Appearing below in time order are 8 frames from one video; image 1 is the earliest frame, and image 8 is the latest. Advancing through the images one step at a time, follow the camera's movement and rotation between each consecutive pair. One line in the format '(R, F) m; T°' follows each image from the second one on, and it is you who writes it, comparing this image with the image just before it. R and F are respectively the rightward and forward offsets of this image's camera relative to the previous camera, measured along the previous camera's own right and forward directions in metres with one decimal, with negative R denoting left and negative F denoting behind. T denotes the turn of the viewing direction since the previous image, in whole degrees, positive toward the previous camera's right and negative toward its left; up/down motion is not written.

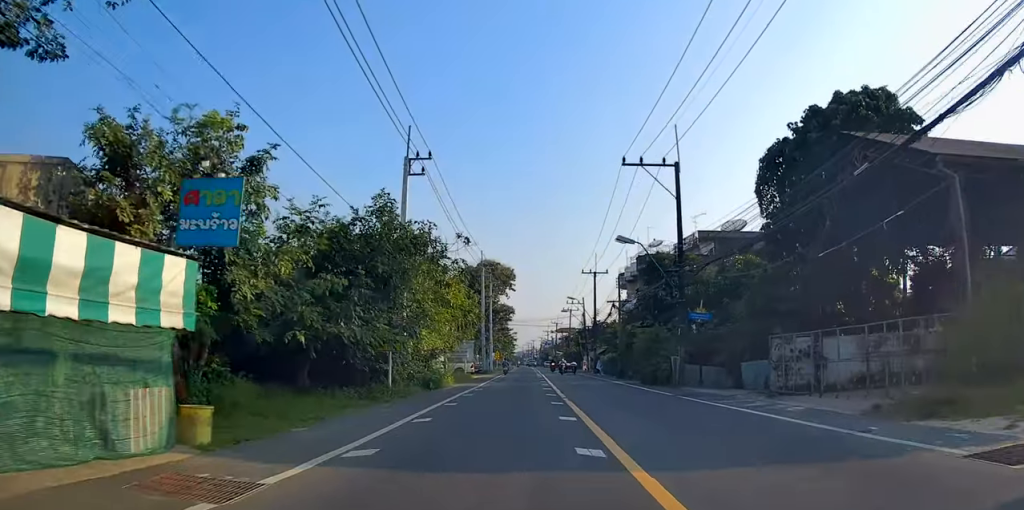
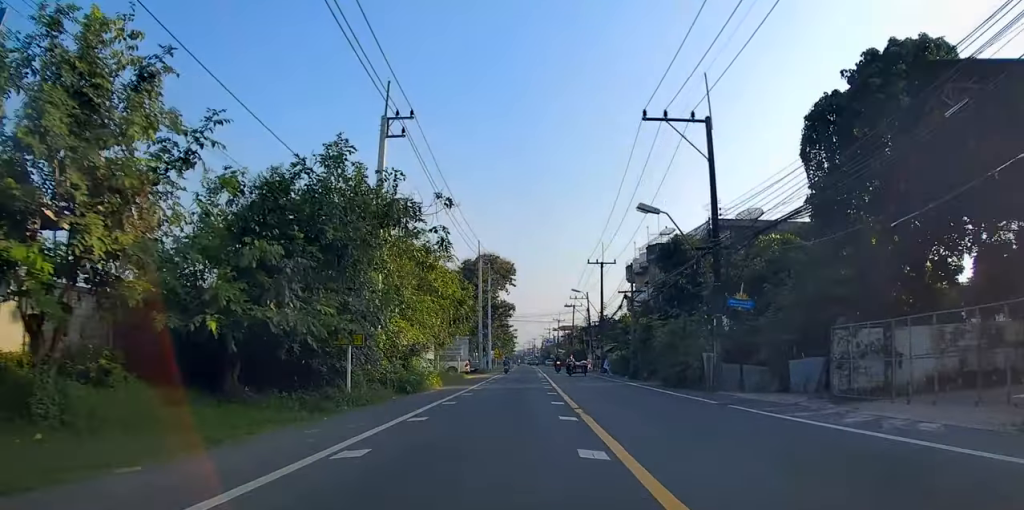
(+0.1, +5.1) m; -2°
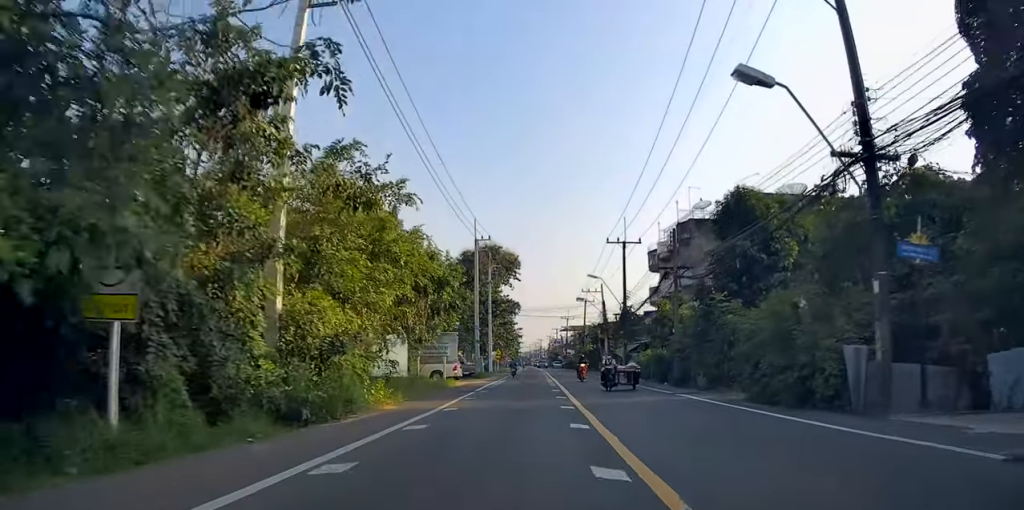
(-0.6, +10.6) m; +1°
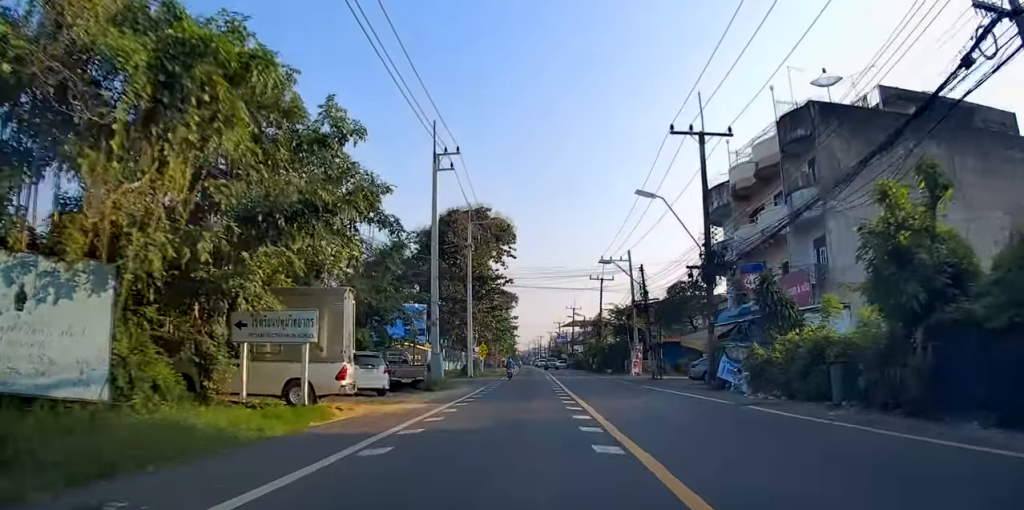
(+1.4, +22.8) m; +4°
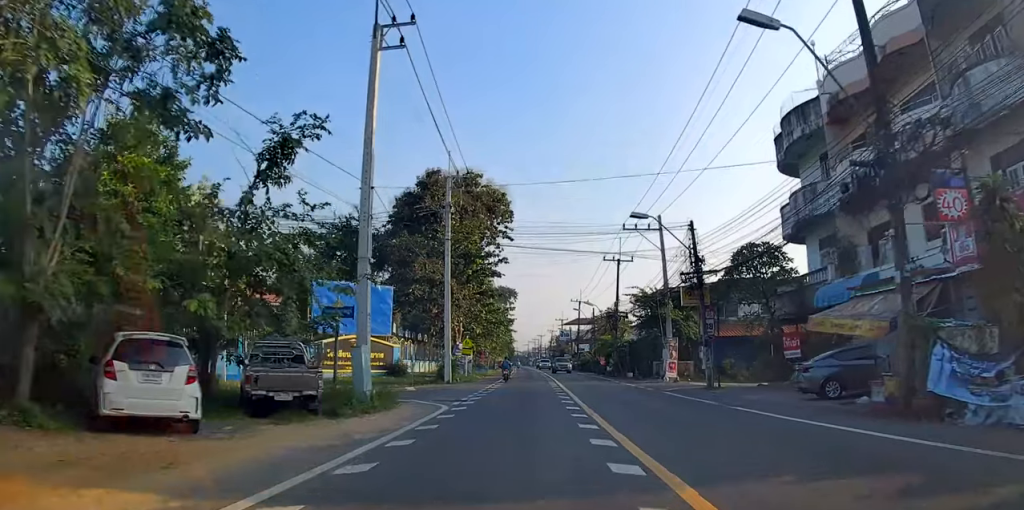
(+0.1, +13.6) m; 0°
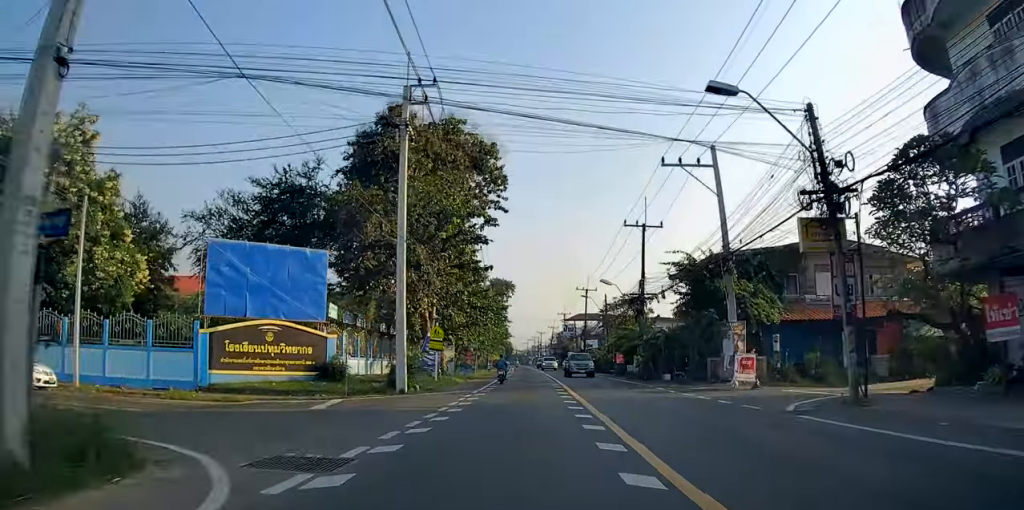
(-0.1, +13.6) m; -2°
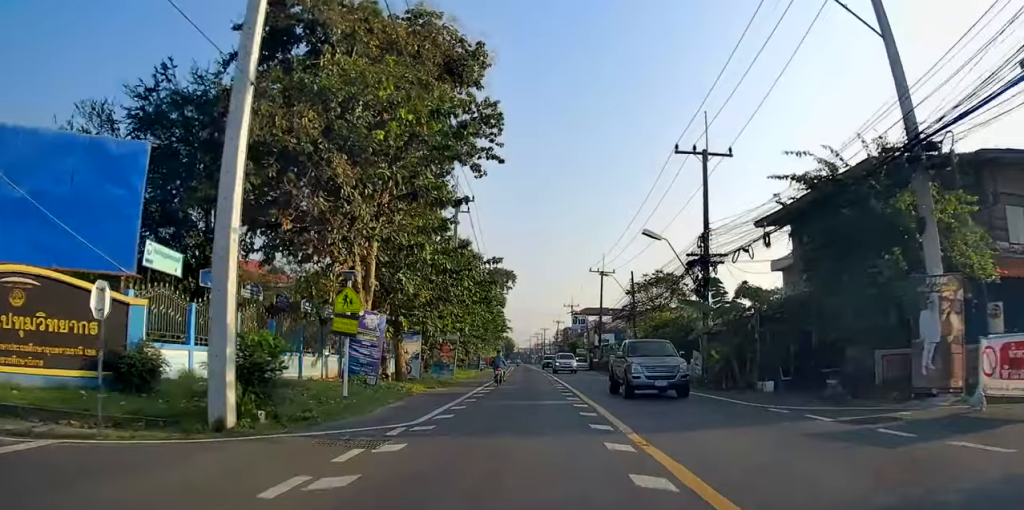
(-0.4, +15.3) m; -1°
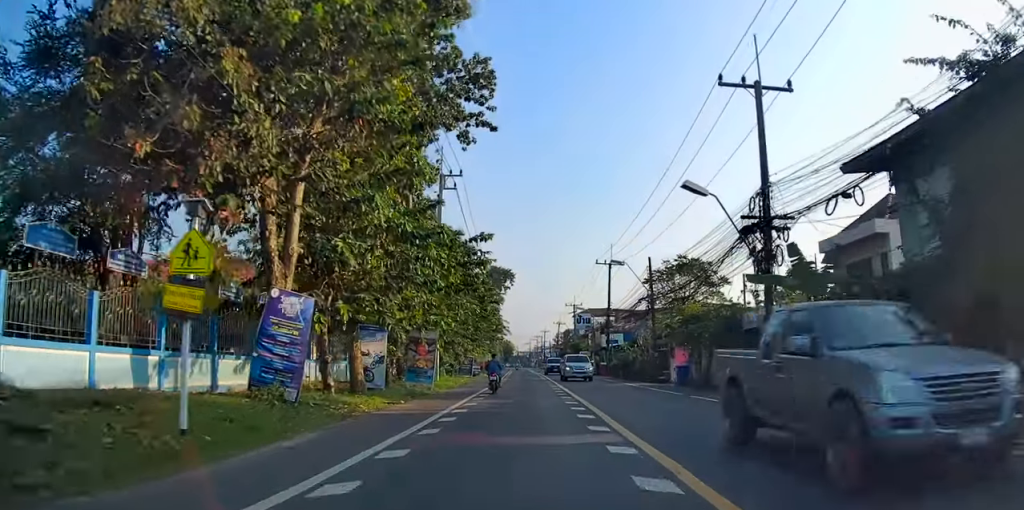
(0.0, +7.4) m; 0°
